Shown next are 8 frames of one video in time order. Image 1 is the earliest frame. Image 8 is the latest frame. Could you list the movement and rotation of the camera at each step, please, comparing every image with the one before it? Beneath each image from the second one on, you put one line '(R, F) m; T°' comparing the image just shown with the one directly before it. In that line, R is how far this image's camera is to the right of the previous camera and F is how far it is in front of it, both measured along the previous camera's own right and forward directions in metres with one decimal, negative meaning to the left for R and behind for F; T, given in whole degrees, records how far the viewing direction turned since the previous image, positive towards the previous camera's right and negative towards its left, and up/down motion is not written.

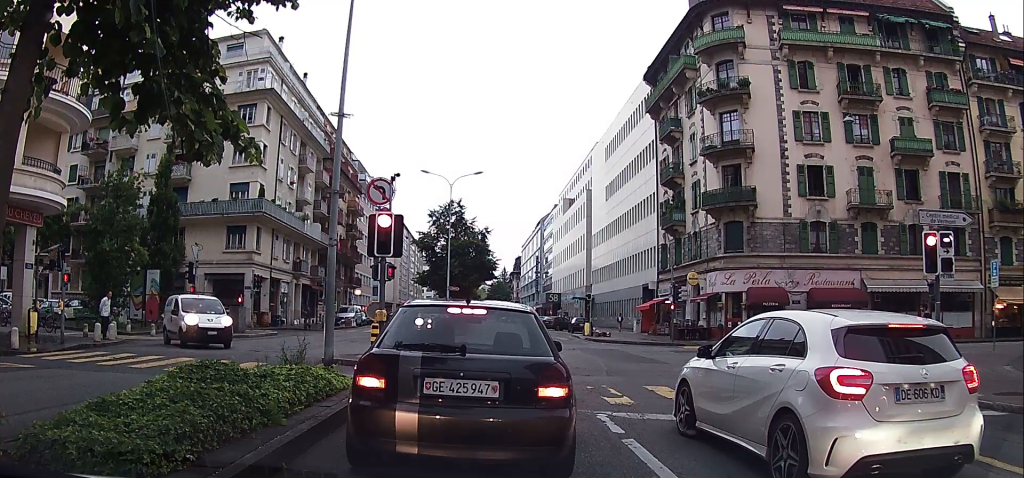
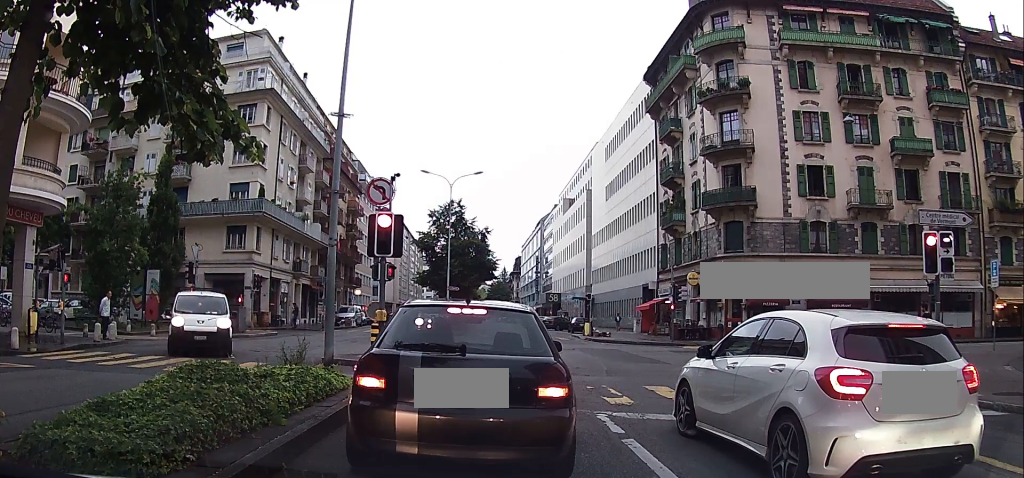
(0.0, 0.0) m; 0°
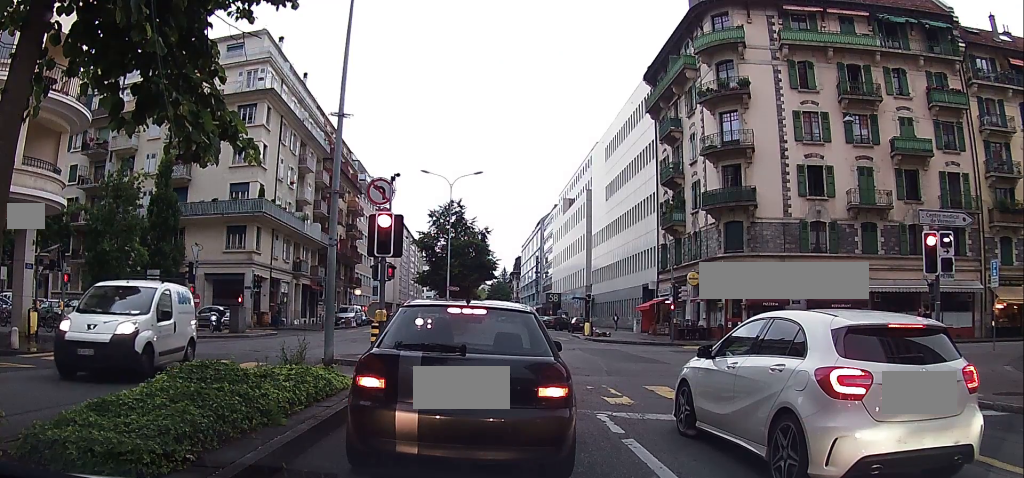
(0.0, 0.0) m; 0°
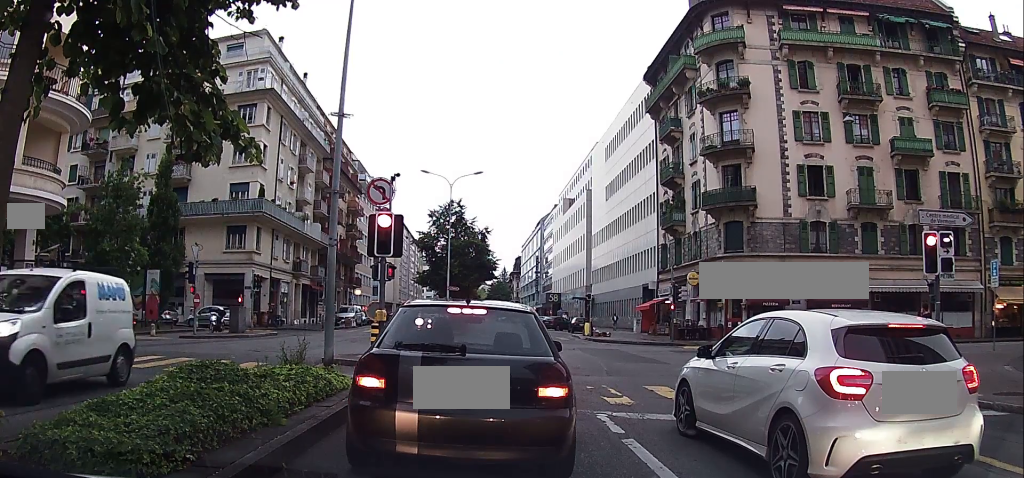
(0.0, 0.0) m; 0°
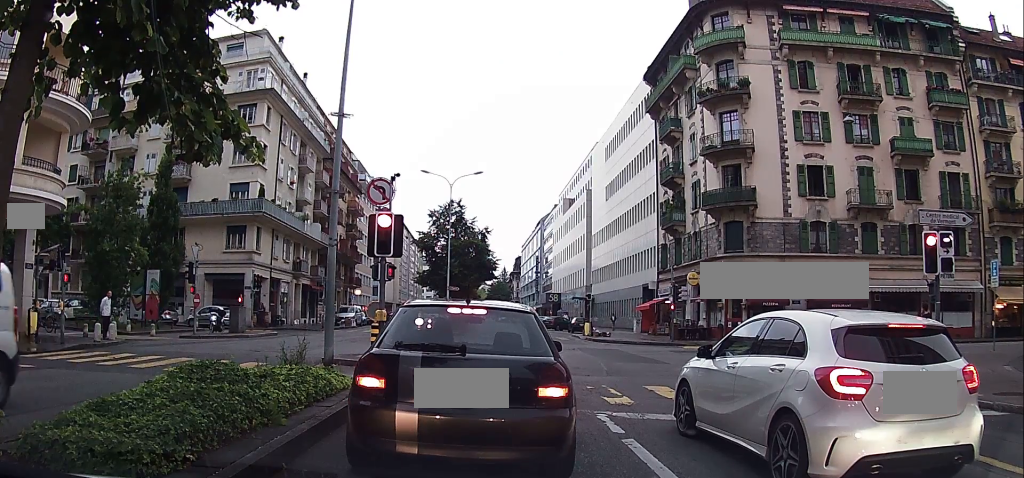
(0.0, 0.0) m; 0°
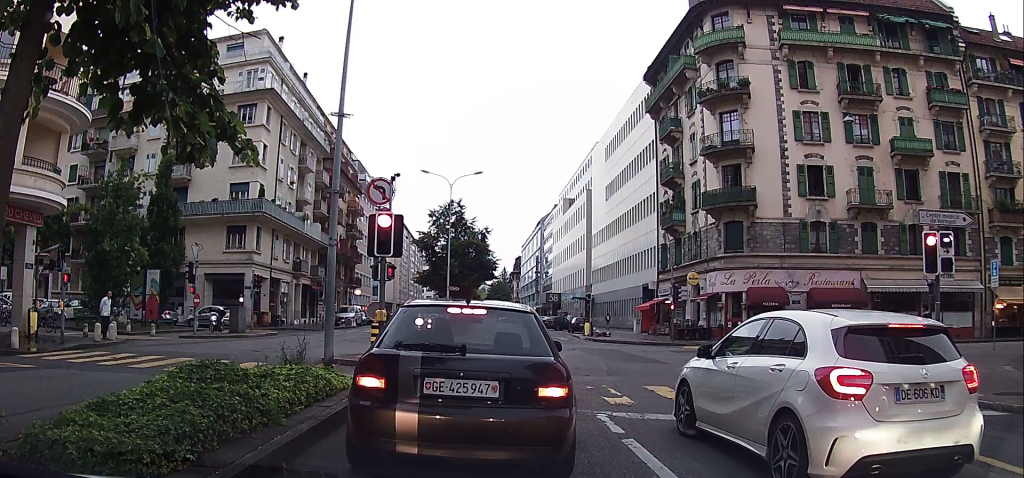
(0.0, 0.0) m; 0°
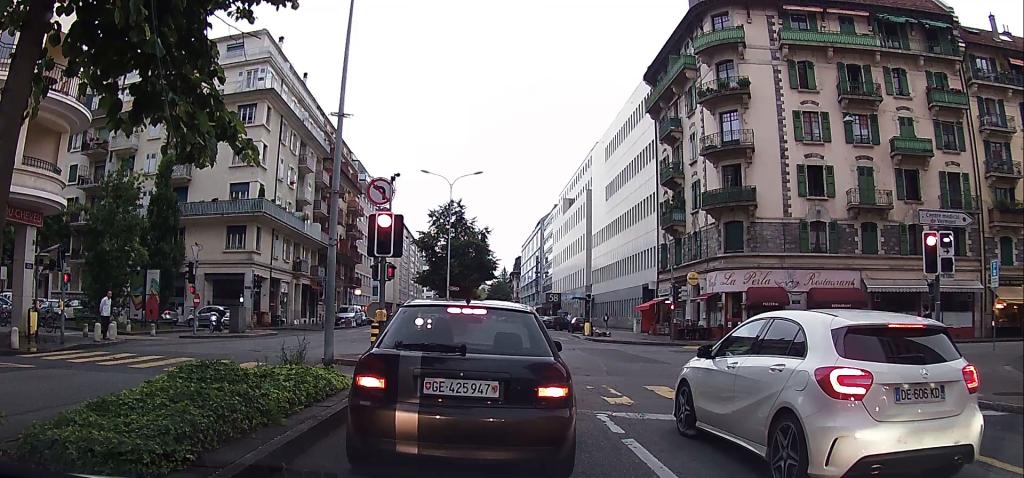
(0.0, 0.0) m; 0°
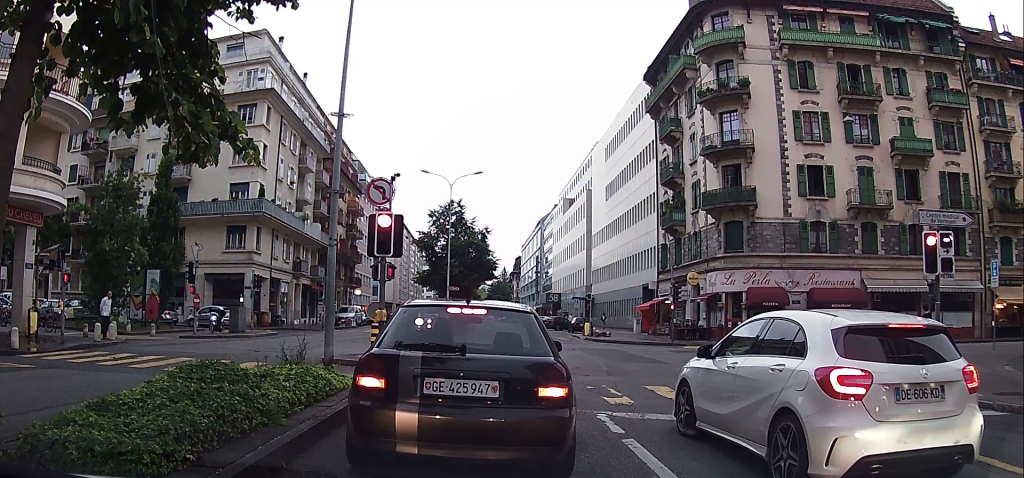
(0.0, 0.0) m; 0°
